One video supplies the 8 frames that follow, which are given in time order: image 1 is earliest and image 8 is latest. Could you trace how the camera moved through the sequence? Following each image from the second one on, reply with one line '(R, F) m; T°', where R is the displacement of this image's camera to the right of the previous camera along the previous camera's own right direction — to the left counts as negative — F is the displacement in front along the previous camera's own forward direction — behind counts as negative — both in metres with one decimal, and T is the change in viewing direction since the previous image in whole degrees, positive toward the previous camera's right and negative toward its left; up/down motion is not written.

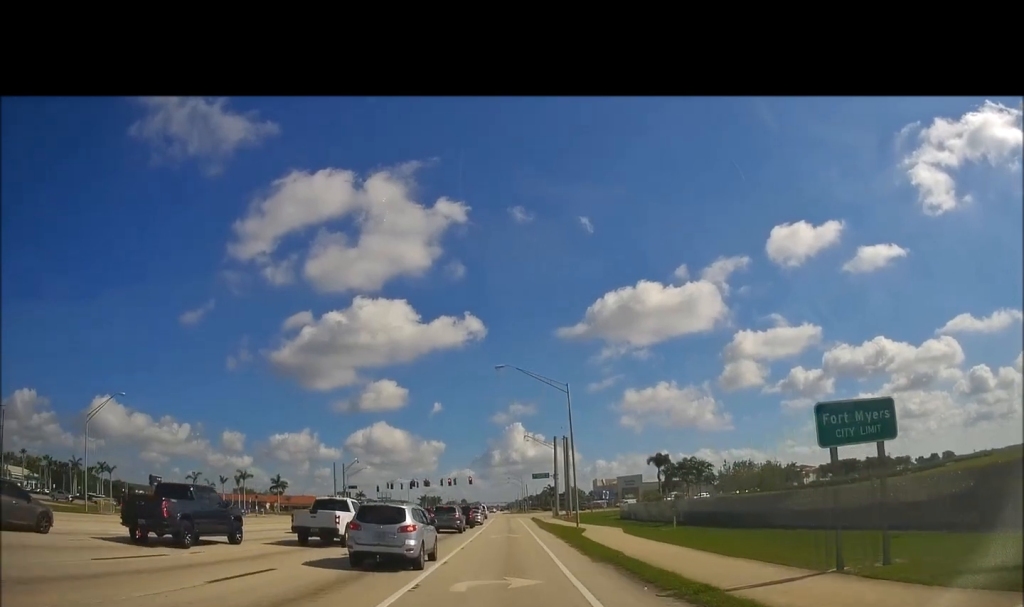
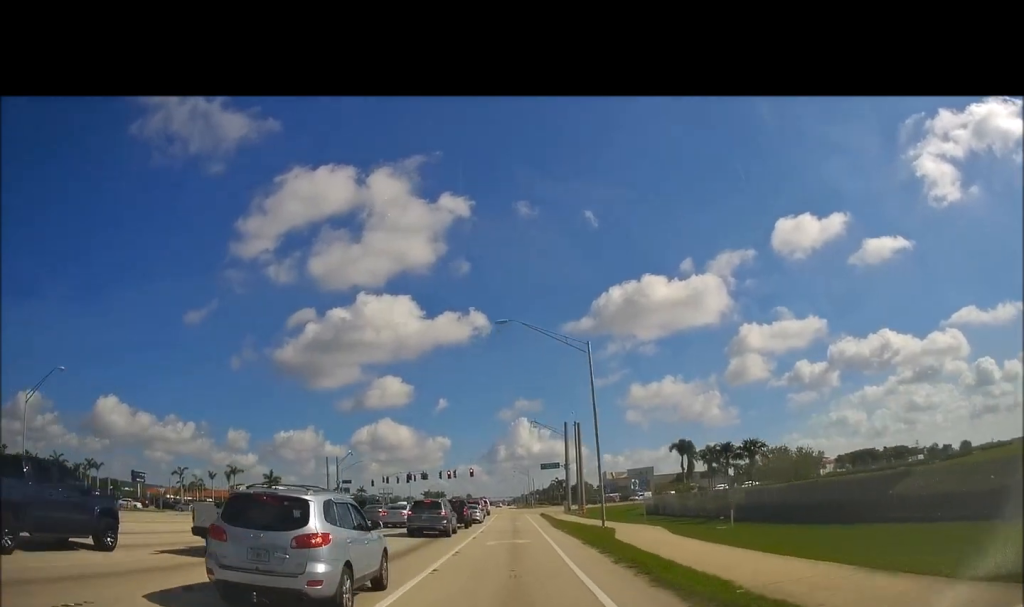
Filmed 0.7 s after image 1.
(-0.1, +9.7) m; 0°
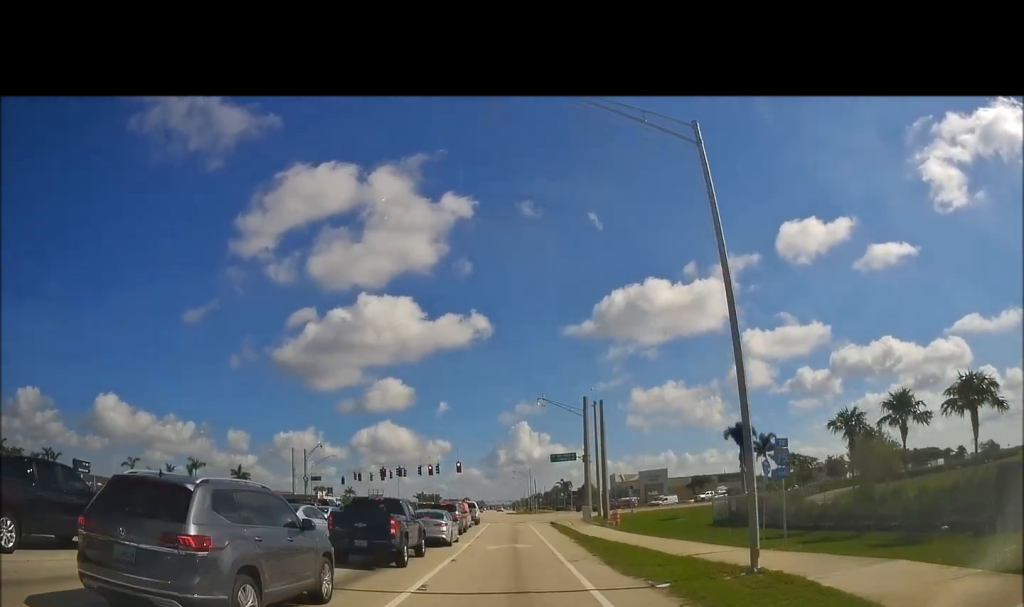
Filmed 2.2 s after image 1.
(0.0, +20.9) m; +2°
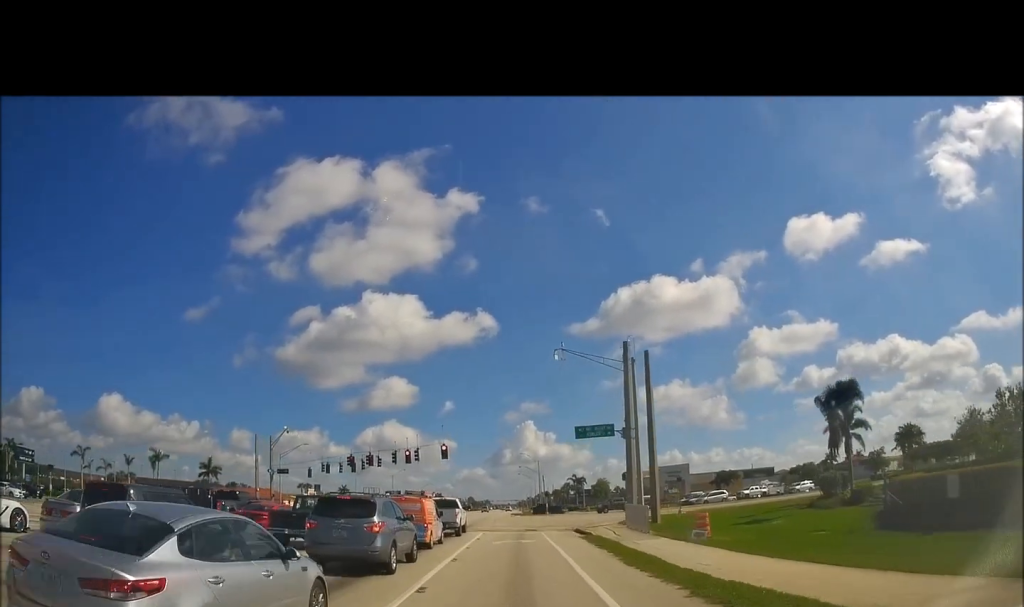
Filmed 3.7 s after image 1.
(+0.3, +18.7) m; -2°
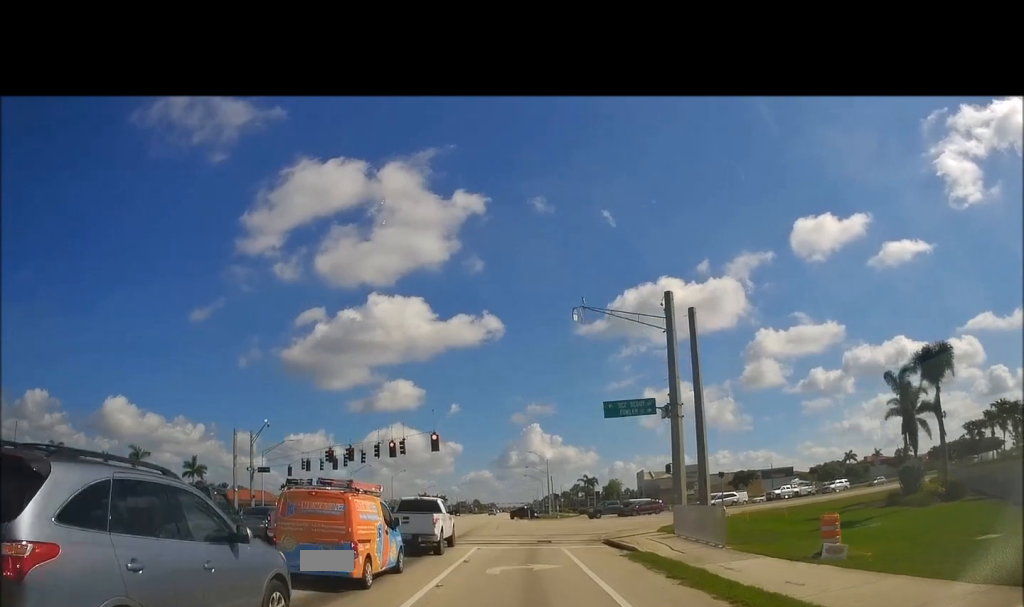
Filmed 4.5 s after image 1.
(-0.3, +9.7) m; -3°
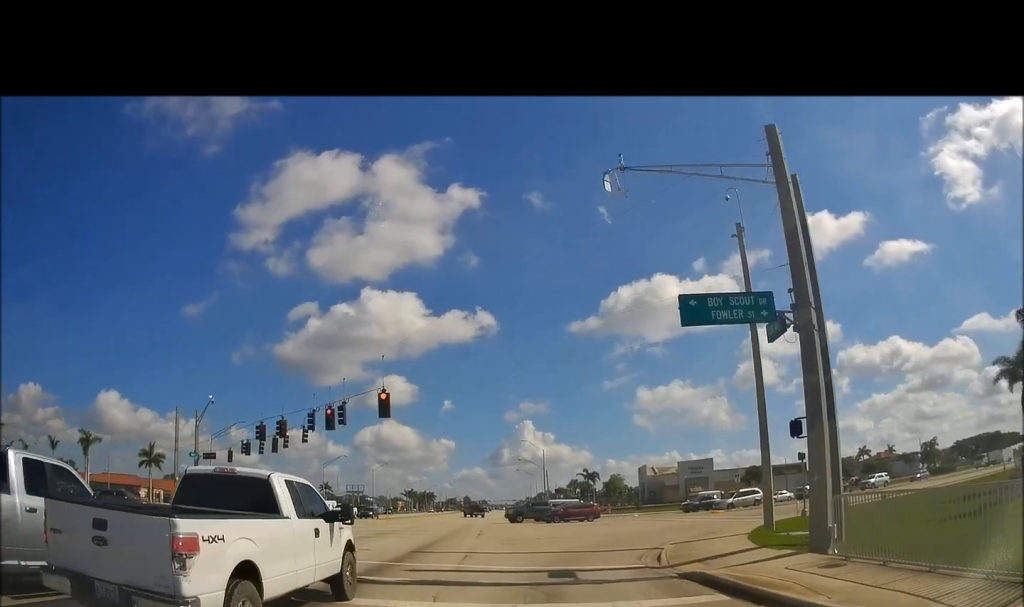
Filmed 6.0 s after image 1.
(-0.1, +14.5) m; +2°
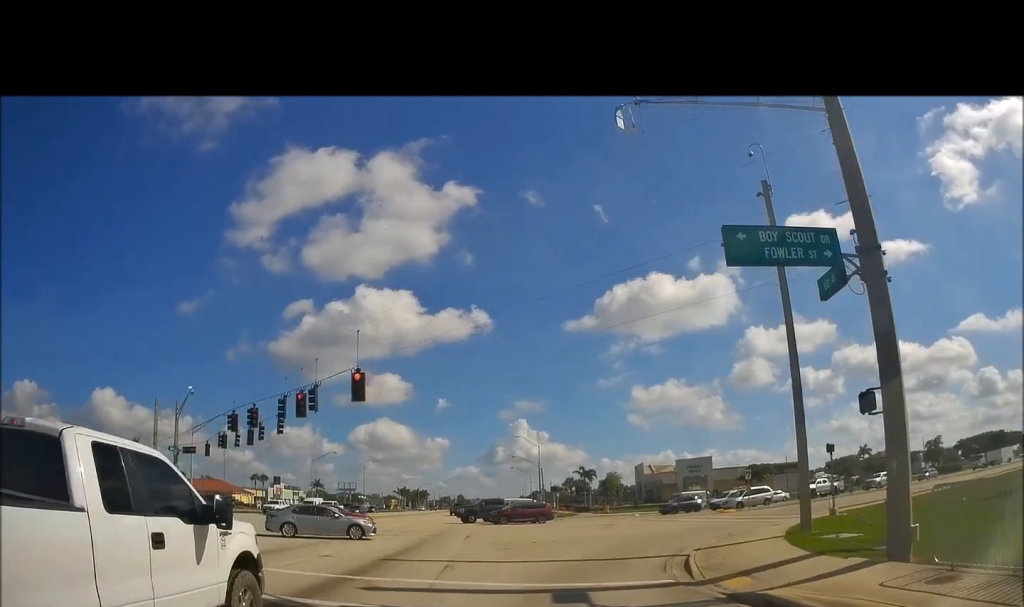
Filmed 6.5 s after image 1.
(0.0, +3.8) m; +2°
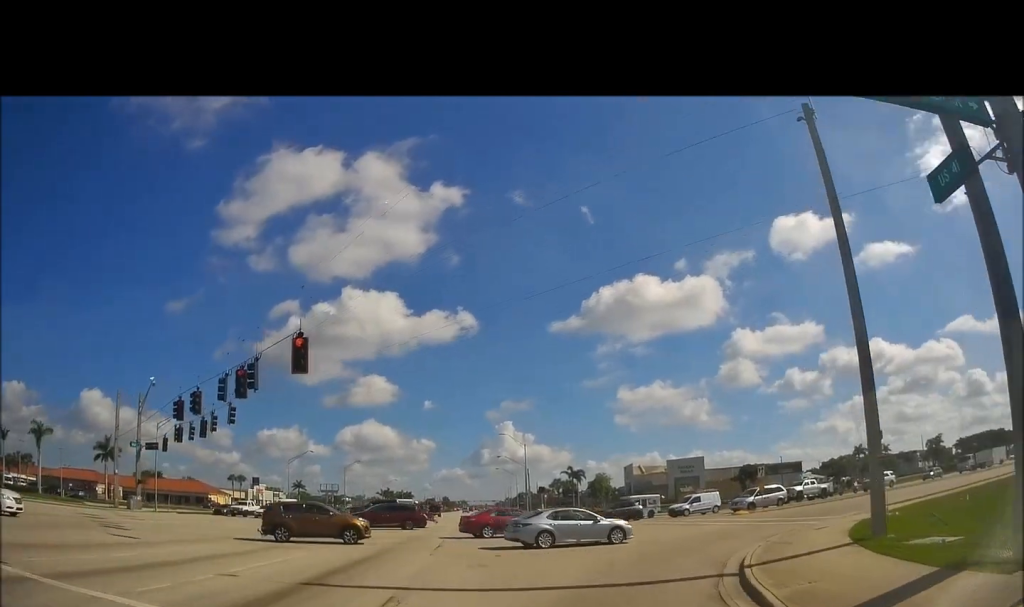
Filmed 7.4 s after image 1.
(0.0, +5.4) m; +4°
